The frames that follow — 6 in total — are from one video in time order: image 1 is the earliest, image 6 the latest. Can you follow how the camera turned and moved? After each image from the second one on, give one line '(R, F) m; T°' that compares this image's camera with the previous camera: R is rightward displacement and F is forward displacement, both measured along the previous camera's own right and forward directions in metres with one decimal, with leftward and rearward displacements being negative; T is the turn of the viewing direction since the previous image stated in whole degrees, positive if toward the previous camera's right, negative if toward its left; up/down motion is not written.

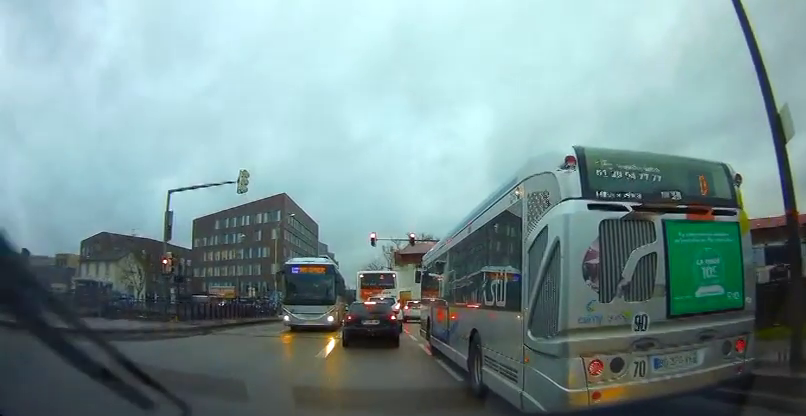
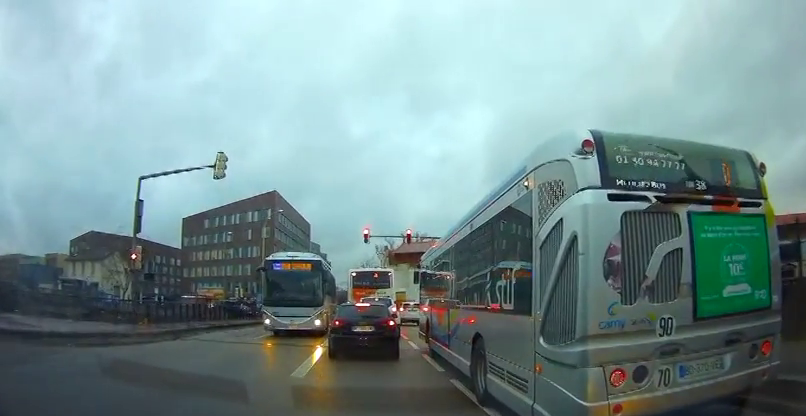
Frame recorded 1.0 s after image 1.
(+0.1, +2.9) m; +2°
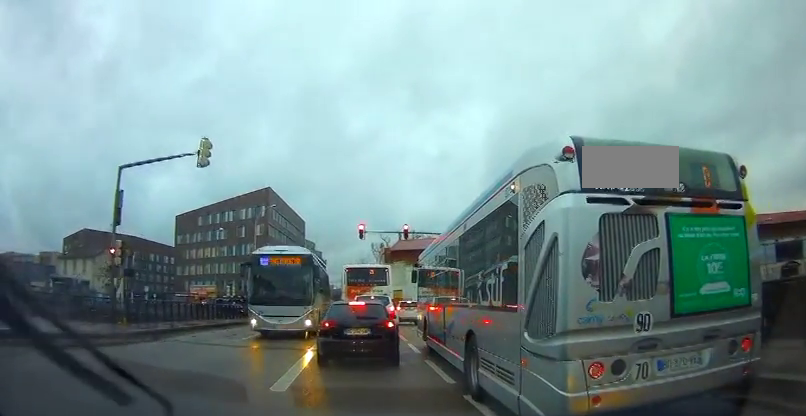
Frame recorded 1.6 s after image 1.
(+0.1, +1.8) m; 0°
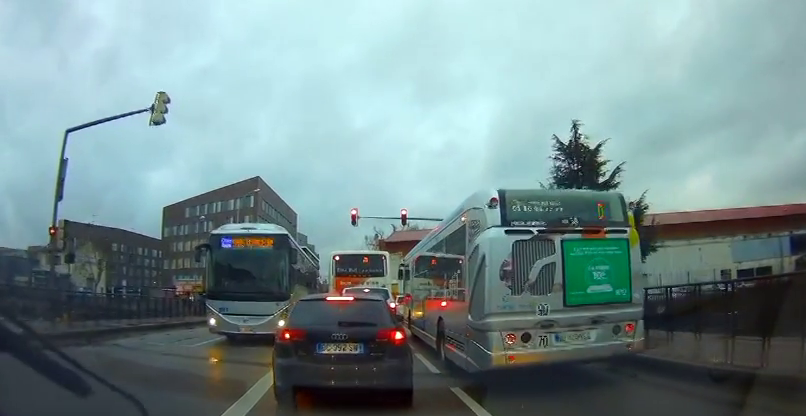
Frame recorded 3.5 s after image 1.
(-0.2, +4.9) m; -2°
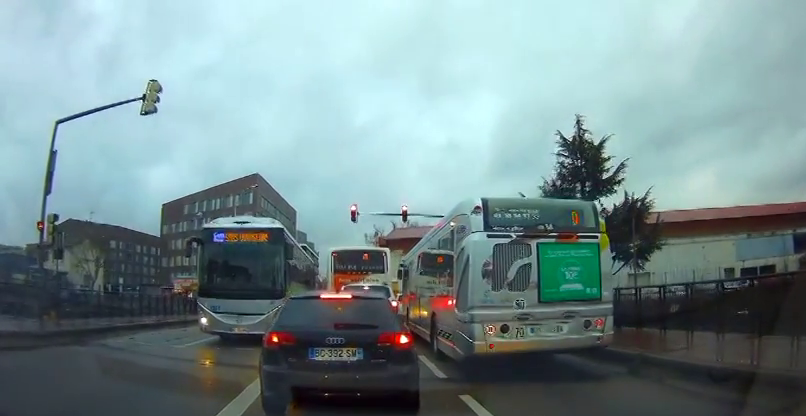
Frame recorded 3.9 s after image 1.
(0.0, +1.0) m; 0°
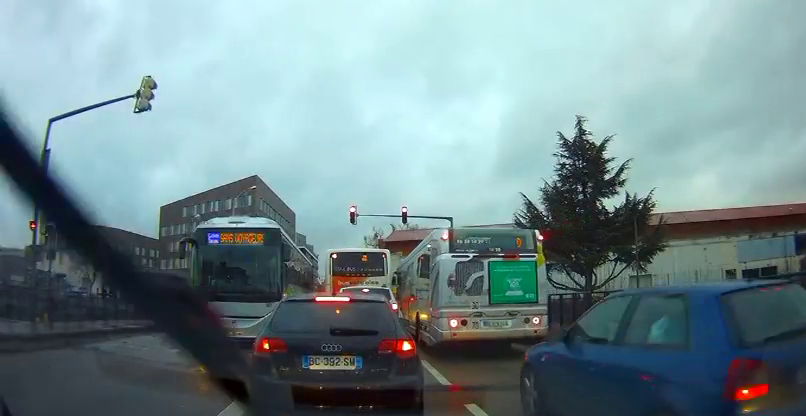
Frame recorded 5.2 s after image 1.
(0.0, +2.2) m; 0°
